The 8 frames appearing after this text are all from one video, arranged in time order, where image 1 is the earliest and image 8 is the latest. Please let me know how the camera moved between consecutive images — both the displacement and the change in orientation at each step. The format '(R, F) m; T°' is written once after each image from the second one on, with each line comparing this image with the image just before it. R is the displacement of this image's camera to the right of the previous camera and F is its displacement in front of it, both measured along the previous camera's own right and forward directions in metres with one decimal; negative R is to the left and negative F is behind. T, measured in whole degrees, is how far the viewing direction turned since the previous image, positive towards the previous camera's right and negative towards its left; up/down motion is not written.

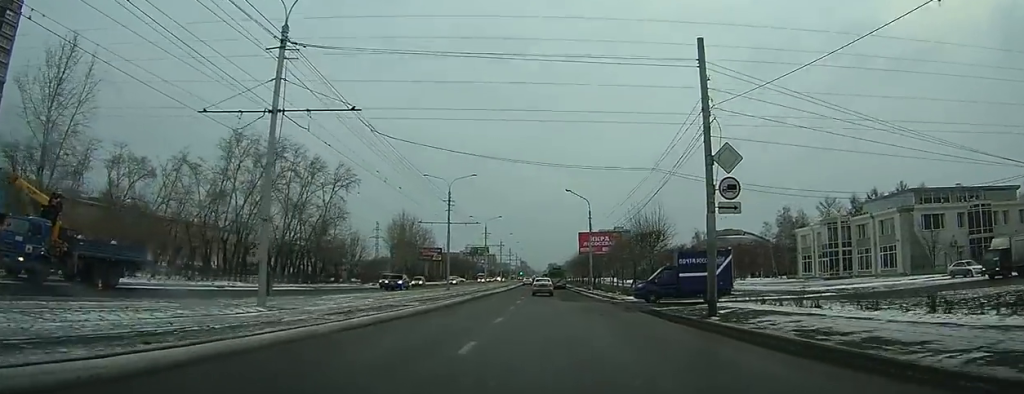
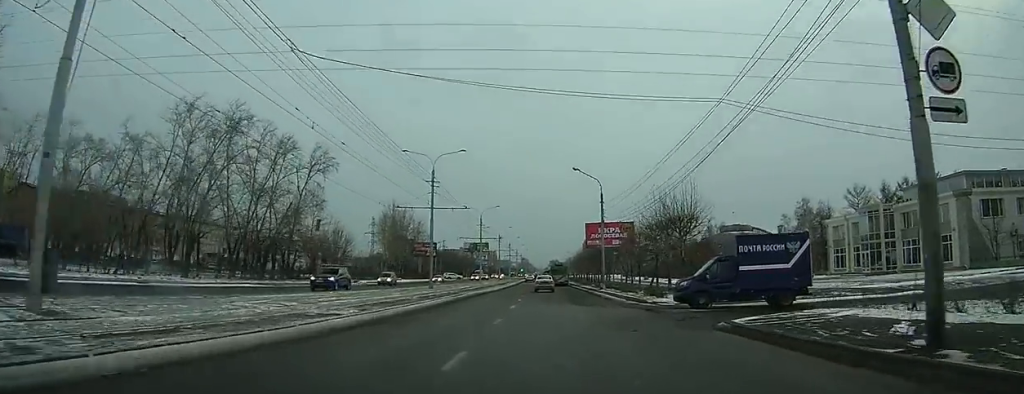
(0.0, +10.5) m; -1°
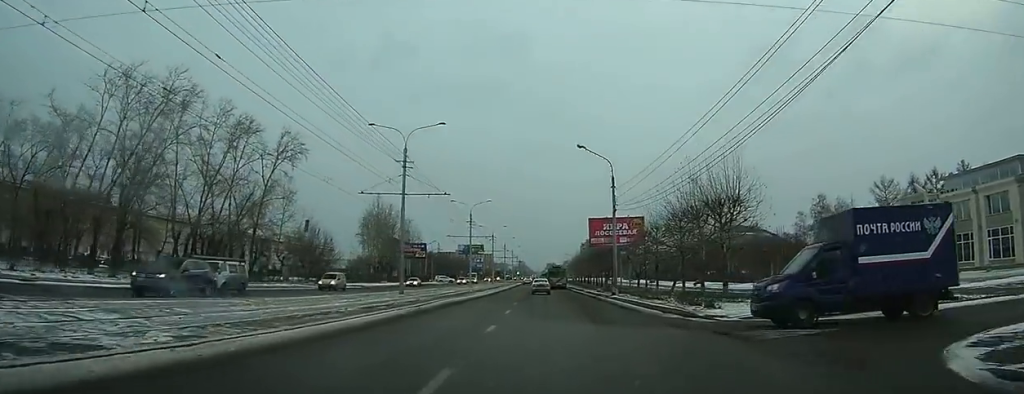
(-0.1, +9.8) m; -1°
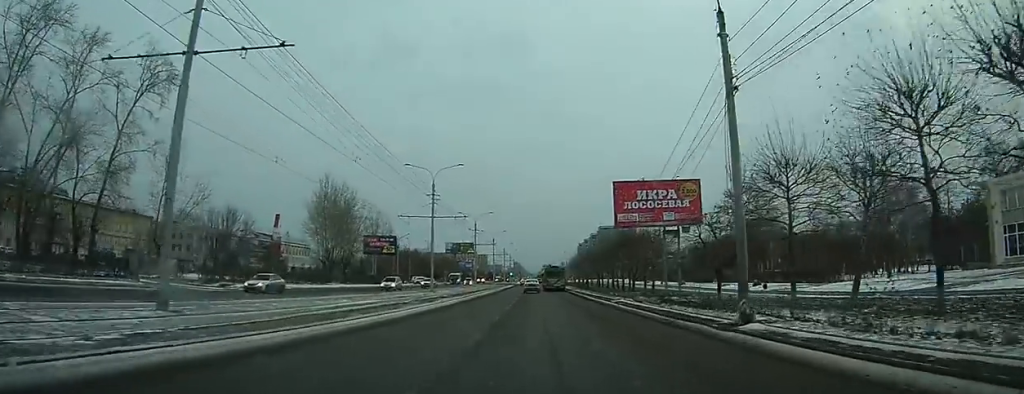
(-0.2, +26.3) m; +1°
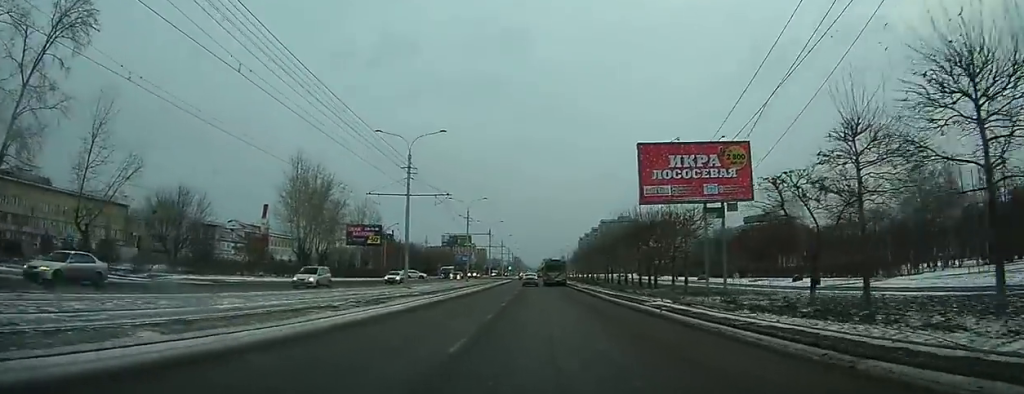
(+0.2, +10.6) m; +1°
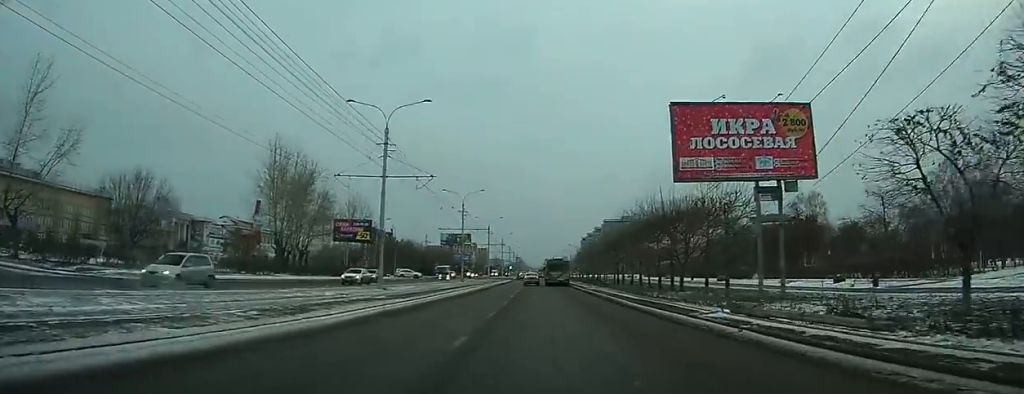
(+0.1, +7.6) m; 0°
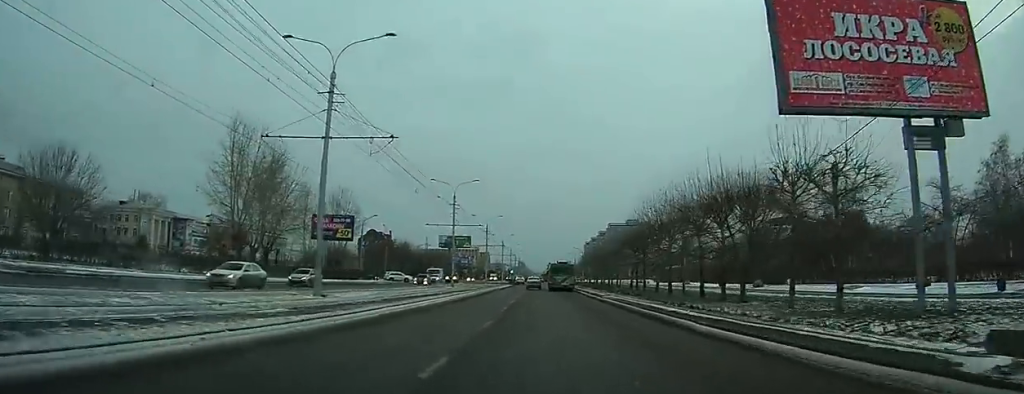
(+0.2, +10.8) m; 0°
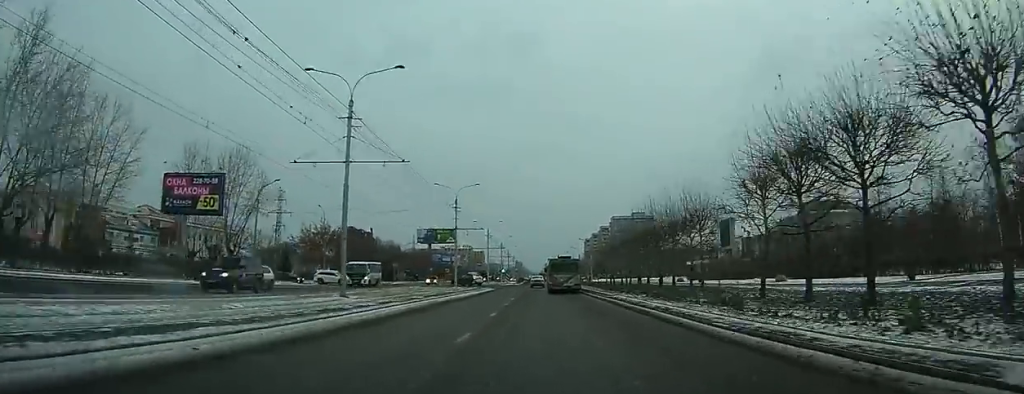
(-1.7, +35.8) m; -4°
